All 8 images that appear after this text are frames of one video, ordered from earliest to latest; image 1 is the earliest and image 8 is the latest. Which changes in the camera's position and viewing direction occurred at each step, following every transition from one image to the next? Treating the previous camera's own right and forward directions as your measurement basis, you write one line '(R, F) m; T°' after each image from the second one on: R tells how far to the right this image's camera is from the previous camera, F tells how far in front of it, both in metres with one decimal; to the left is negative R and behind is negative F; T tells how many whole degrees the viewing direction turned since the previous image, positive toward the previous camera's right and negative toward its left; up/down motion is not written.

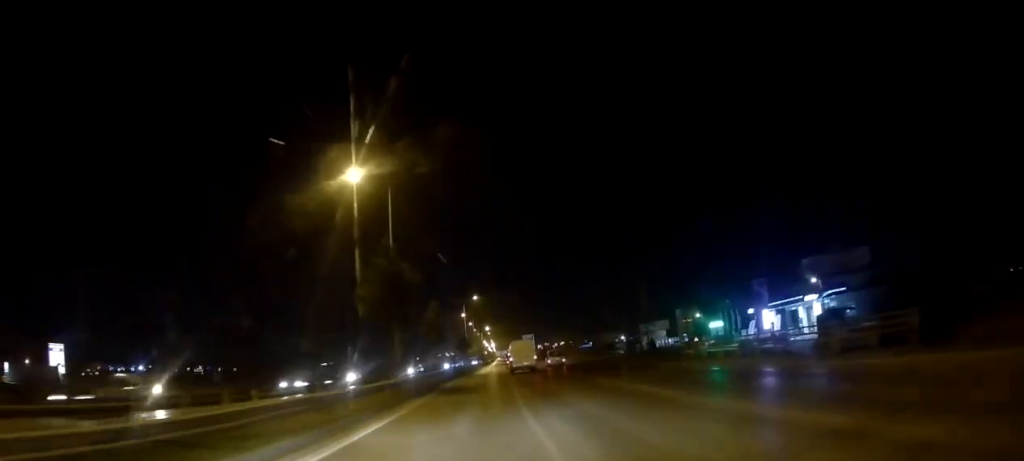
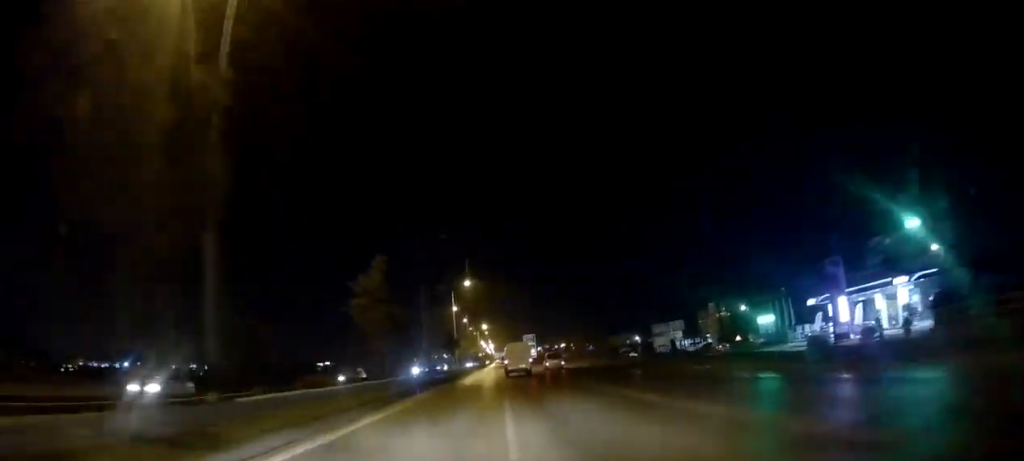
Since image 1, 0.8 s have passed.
(+0.3, +19.8) m; 0°
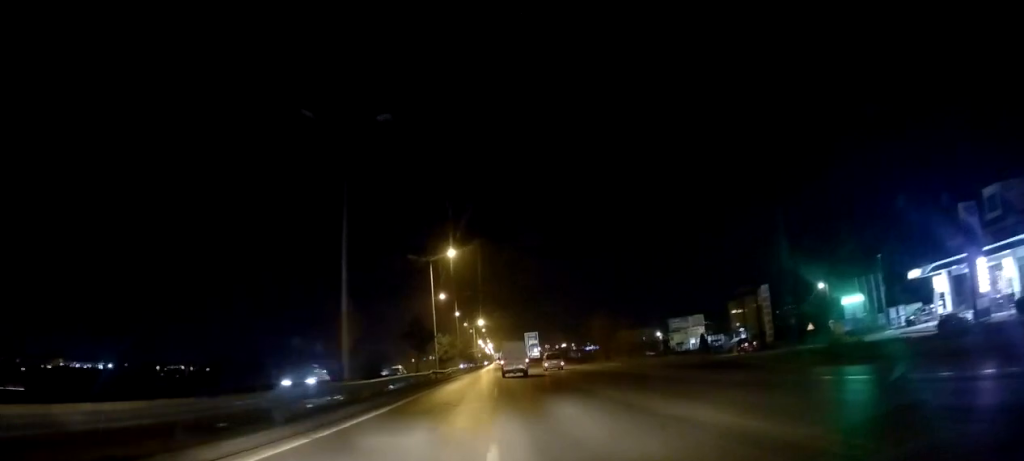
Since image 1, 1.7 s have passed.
(-0.3, +22.8) m; -1°
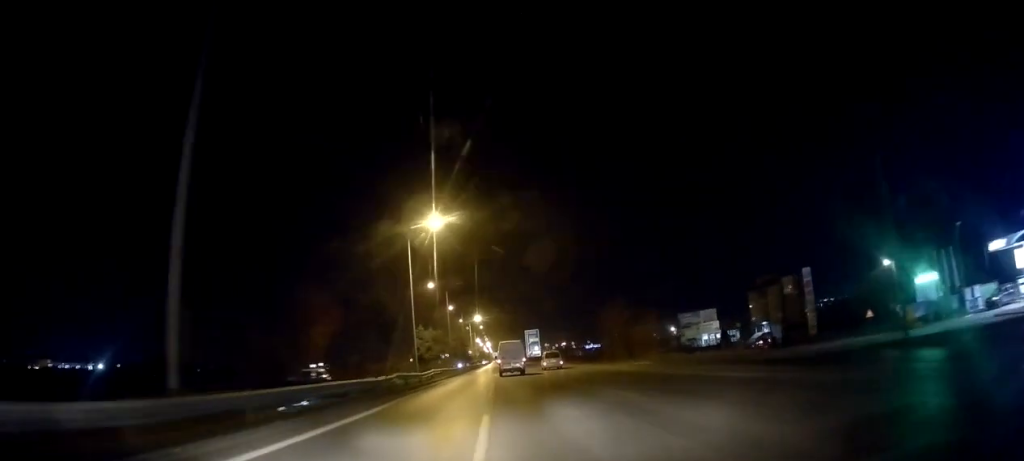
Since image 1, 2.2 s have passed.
(-0.1, +13.1) m; 0°
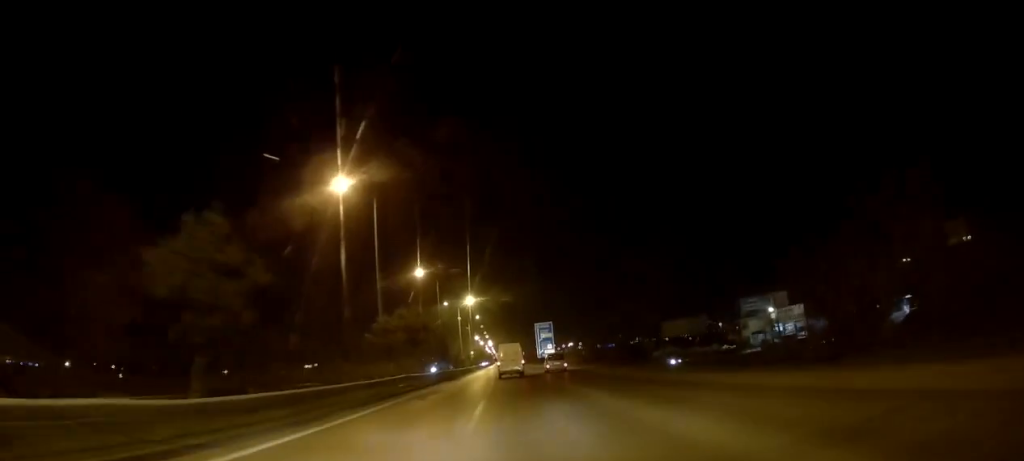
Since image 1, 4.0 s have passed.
(+0.6, +47.8) m; +1°
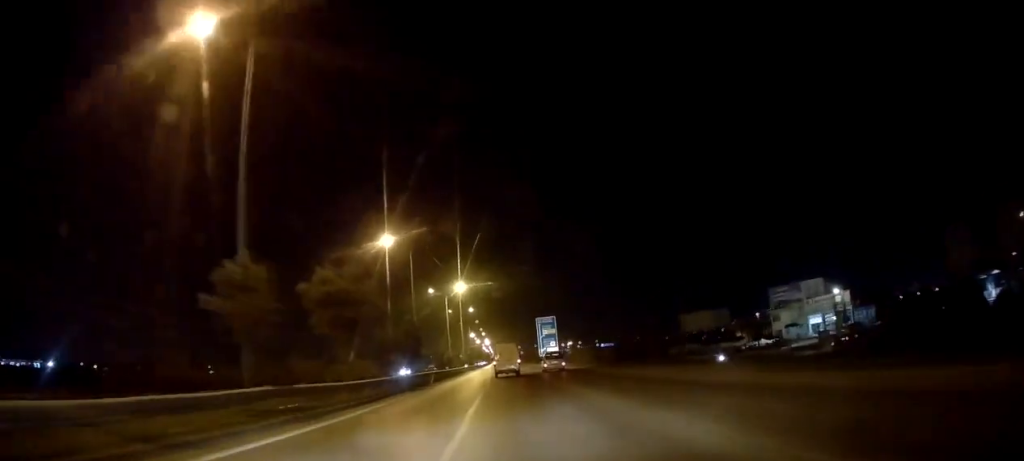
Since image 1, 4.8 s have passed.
(-0.2, +18.2) m; 0°
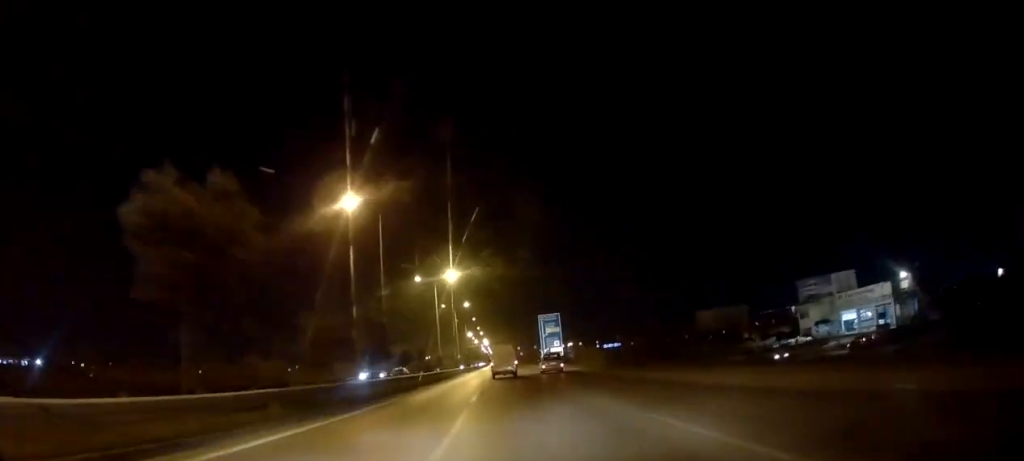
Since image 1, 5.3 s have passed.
(0.0, +12.7) m; 0°
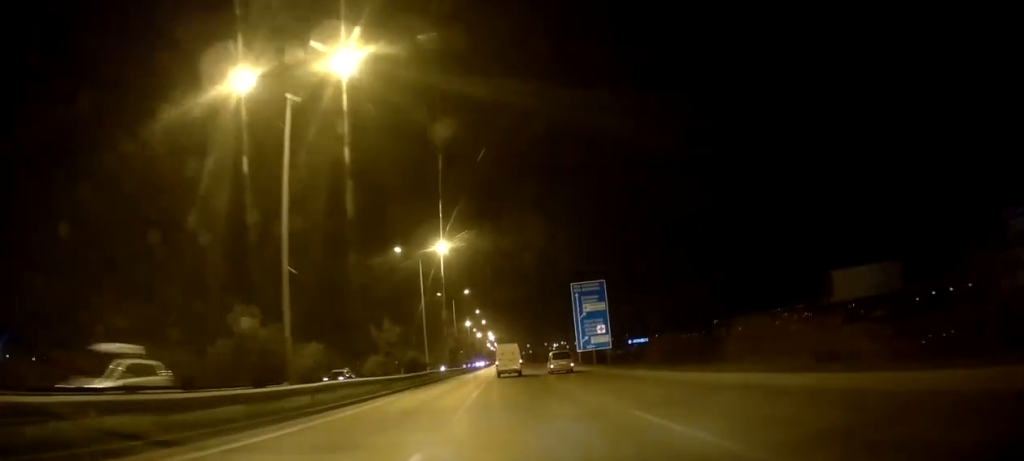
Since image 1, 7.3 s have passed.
(+0.3, +52.7) m; 0°
